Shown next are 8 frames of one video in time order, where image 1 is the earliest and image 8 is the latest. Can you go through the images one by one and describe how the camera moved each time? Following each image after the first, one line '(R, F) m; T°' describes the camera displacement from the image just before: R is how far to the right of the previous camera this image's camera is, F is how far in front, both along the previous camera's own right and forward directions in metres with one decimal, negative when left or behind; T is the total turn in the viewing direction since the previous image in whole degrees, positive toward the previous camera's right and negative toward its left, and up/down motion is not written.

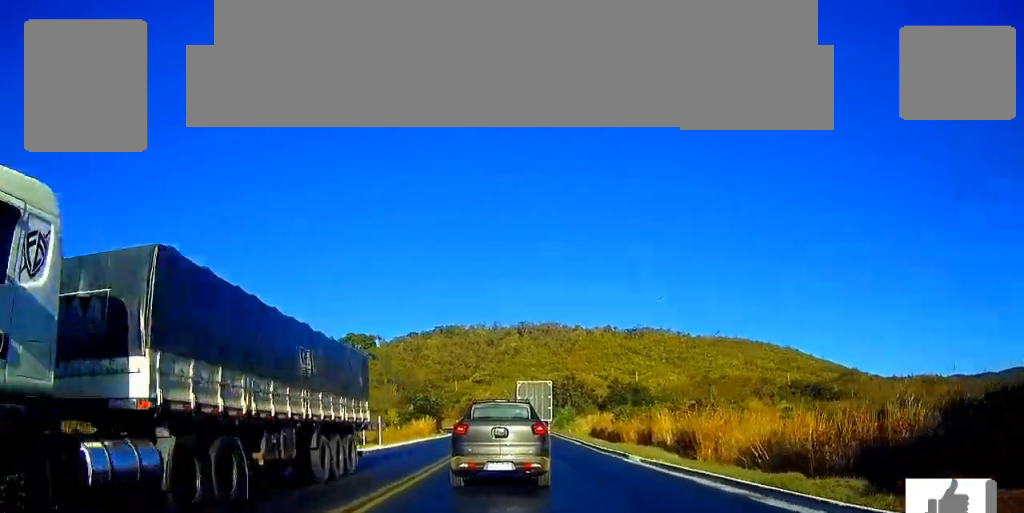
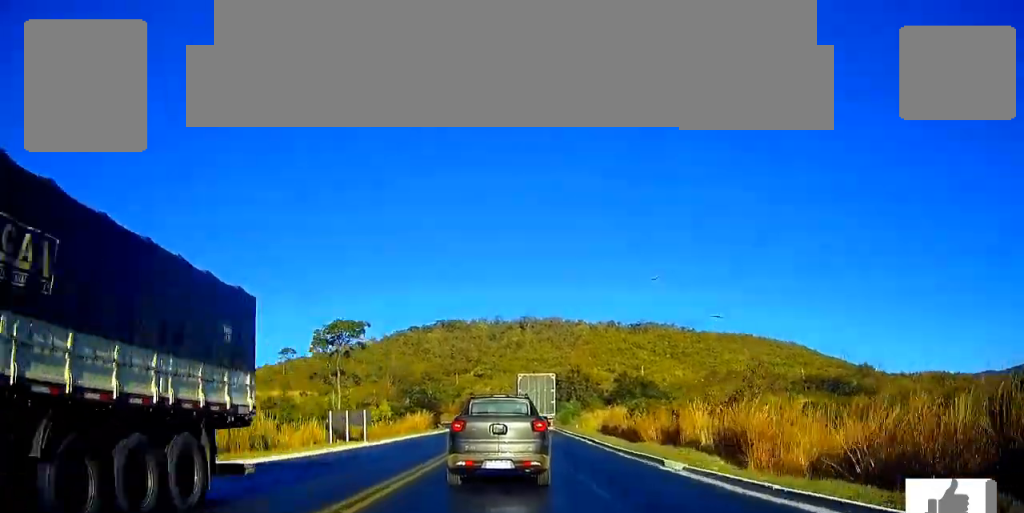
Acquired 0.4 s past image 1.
(0.0, +5.7) m; -1°
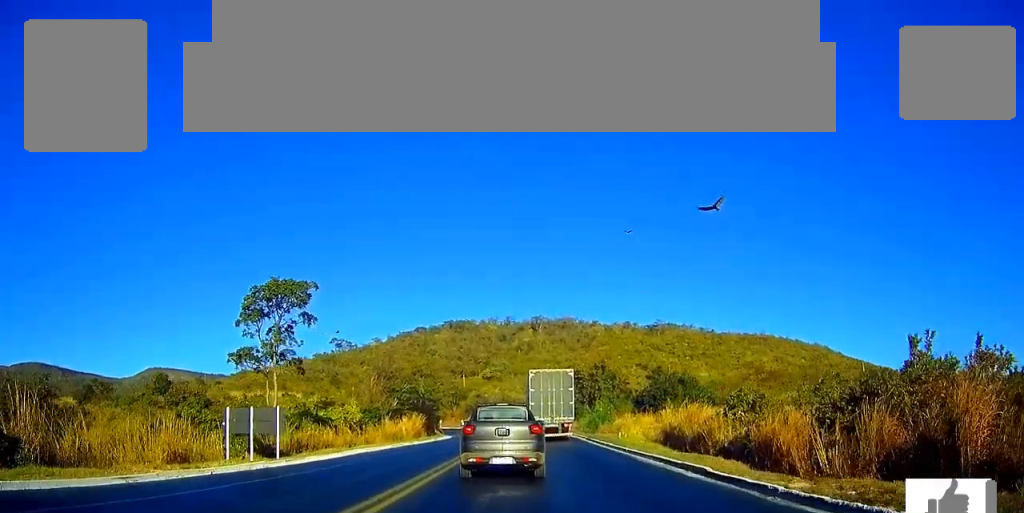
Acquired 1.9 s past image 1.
(-0.2, +17.9) m; -1°
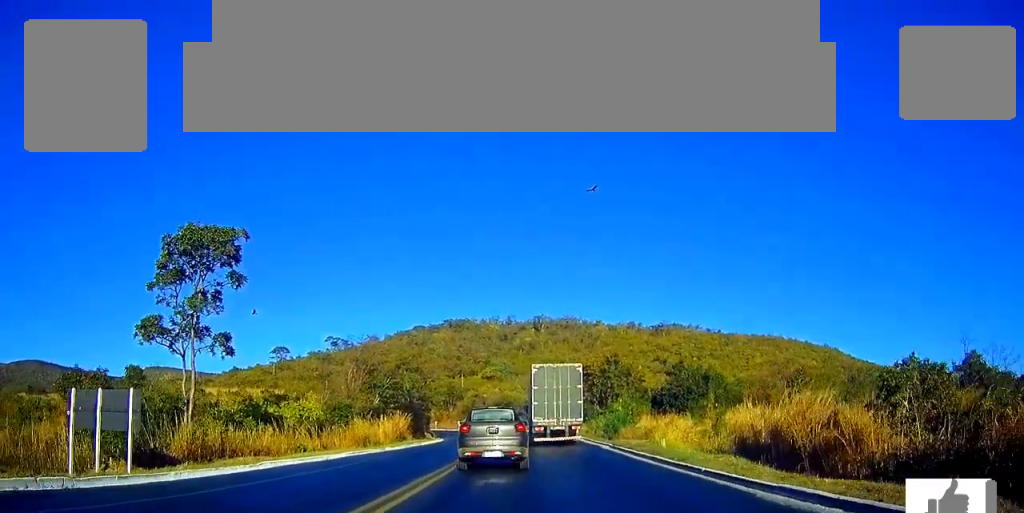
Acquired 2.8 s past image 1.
(0.0, +11.4) m; 0°
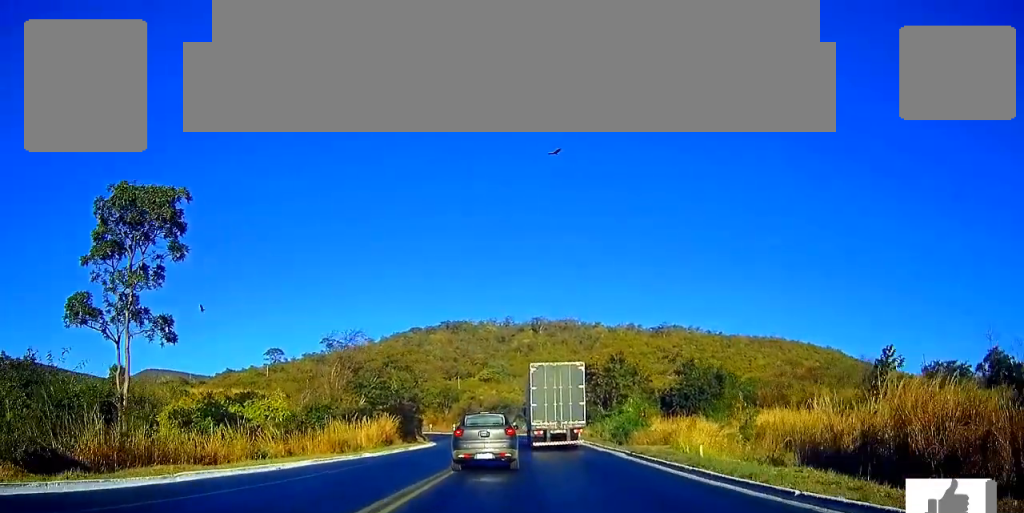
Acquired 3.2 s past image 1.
(0.0, +6.3) m; 0°
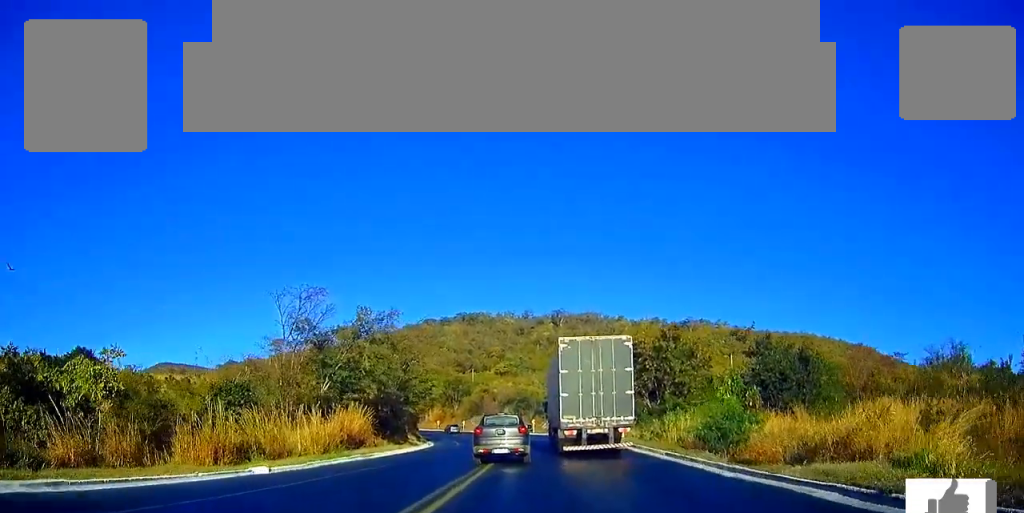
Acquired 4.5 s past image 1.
(-0.2, +17.8) m; -1°
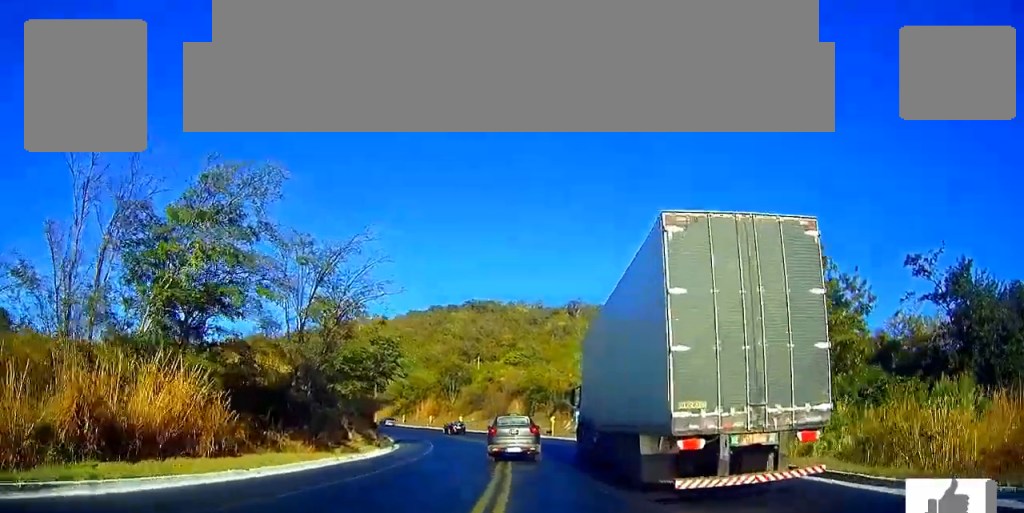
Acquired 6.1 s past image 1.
(-0.1, +26.8) m; -1°
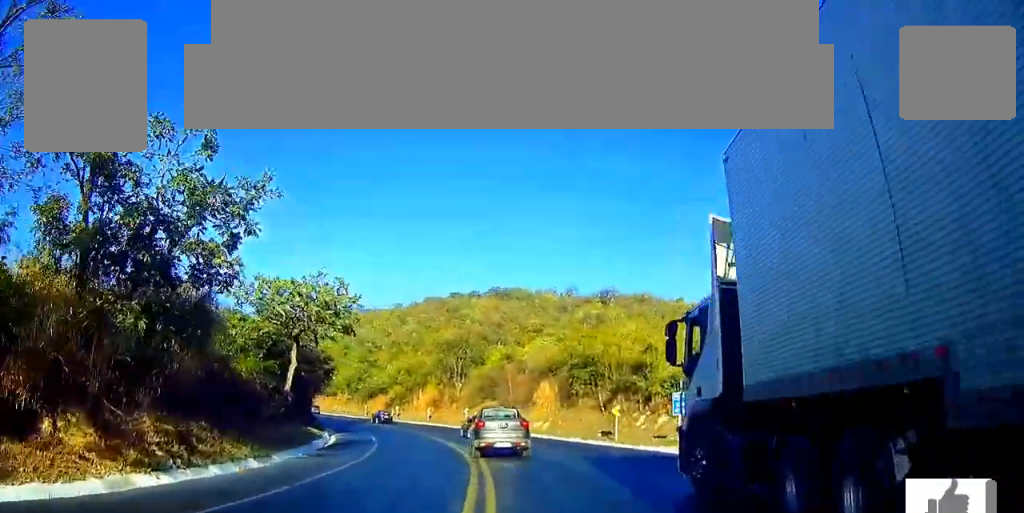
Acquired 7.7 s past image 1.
(-0.5, +27.5) m; -4°
